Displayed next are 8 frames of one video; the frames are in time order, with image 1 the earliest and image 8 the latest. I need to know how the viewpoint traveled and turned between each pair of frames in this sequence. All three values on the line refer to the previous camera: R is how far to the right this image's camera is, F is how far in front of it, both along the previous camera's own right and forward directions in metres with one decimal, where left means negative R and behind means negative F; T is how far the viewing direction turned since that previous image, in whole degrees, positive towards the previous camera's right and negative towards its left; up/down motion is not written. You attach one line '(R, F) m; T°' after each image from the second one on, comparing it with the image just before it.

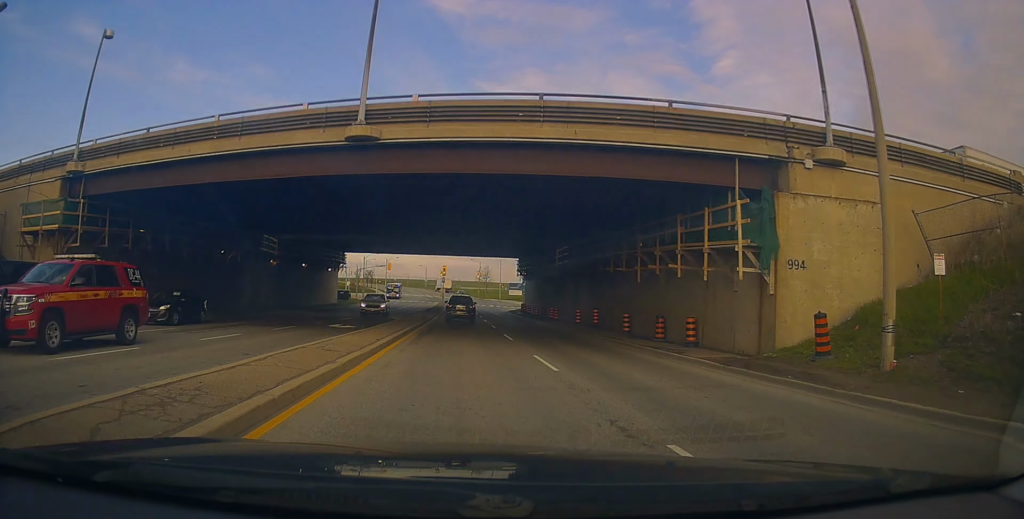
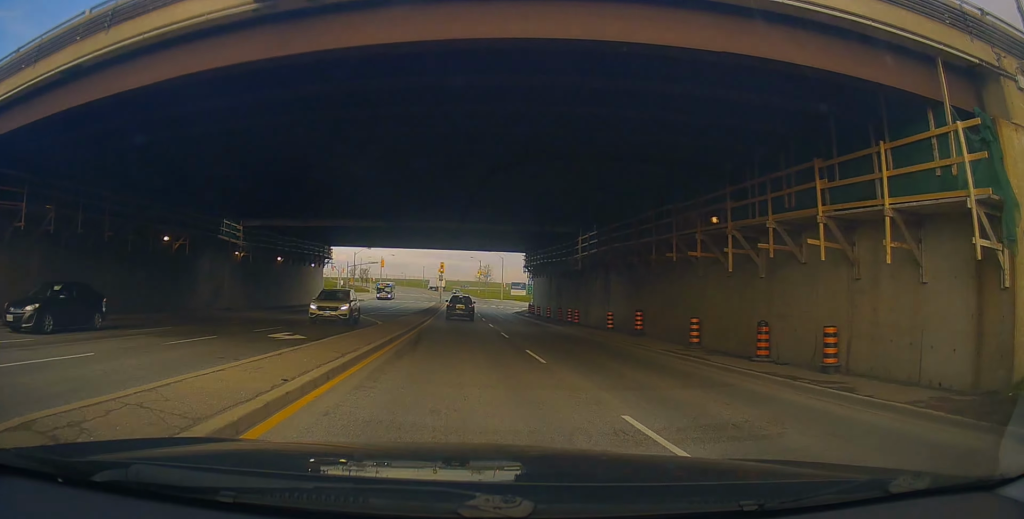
(0.0, +7.8) m; 0°
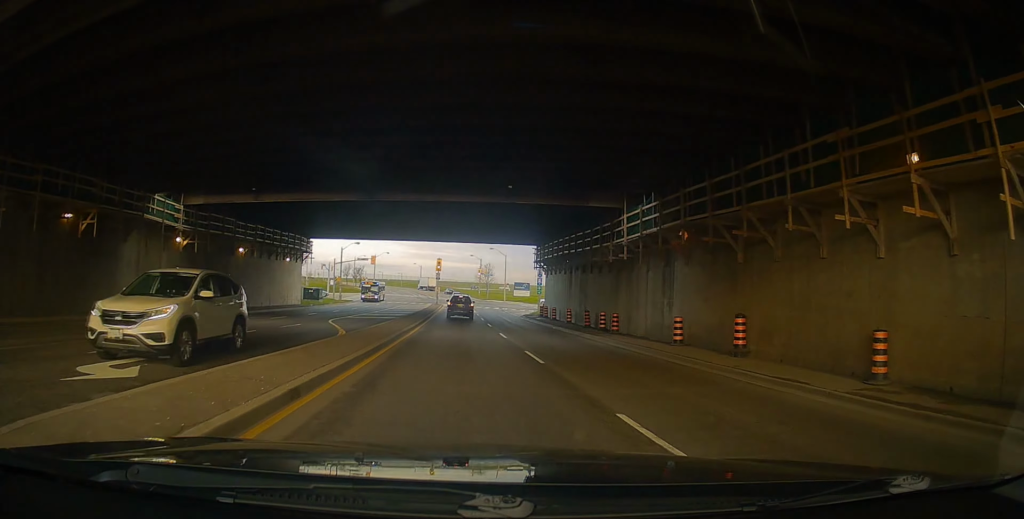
(0.0, +9.0) m; 0°
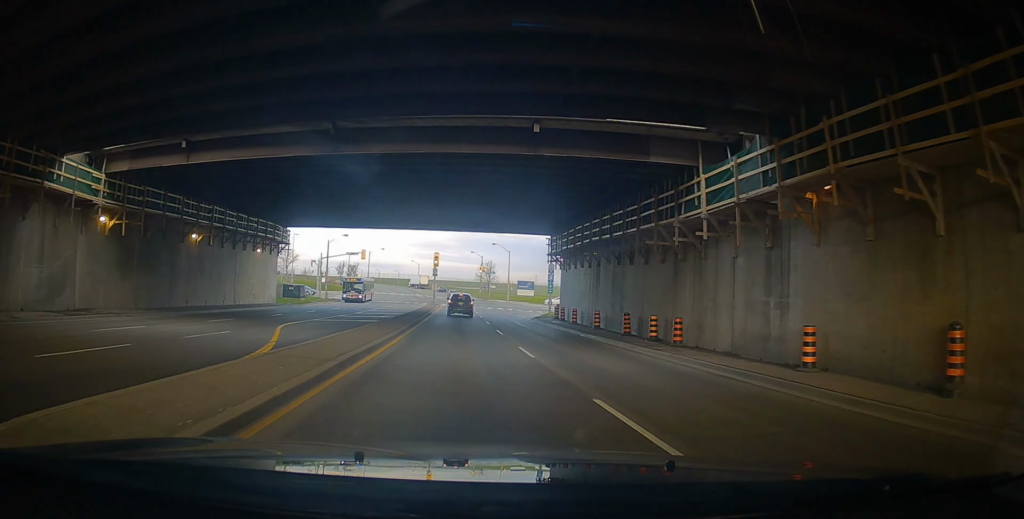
(+0.1, +7.6) m; 0°
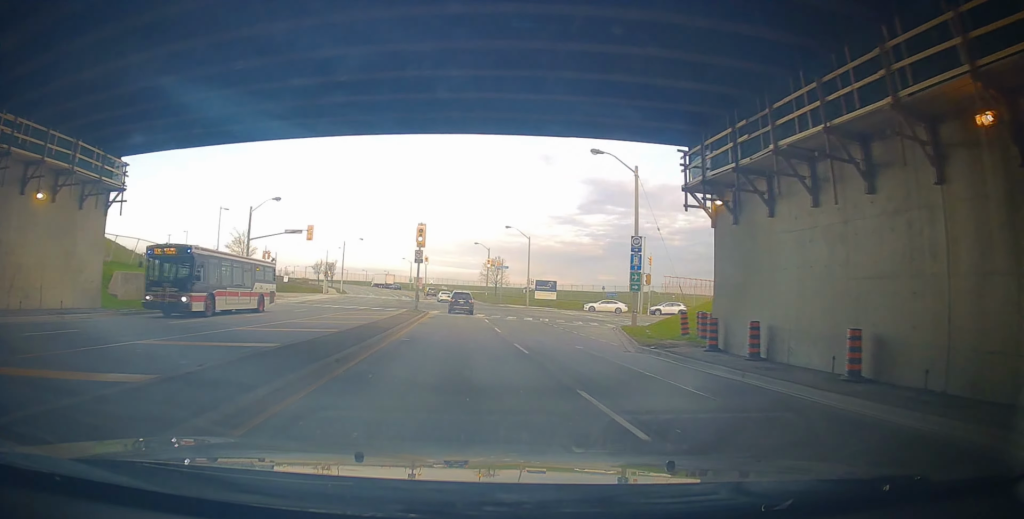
(-0.1, +25.1) m; 0°
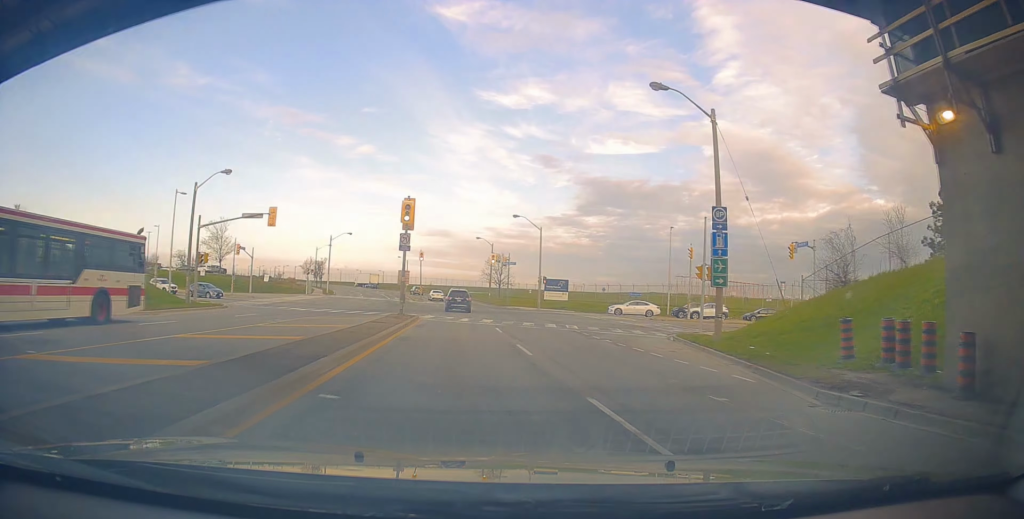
(-0.1, +9.3) m; +2°
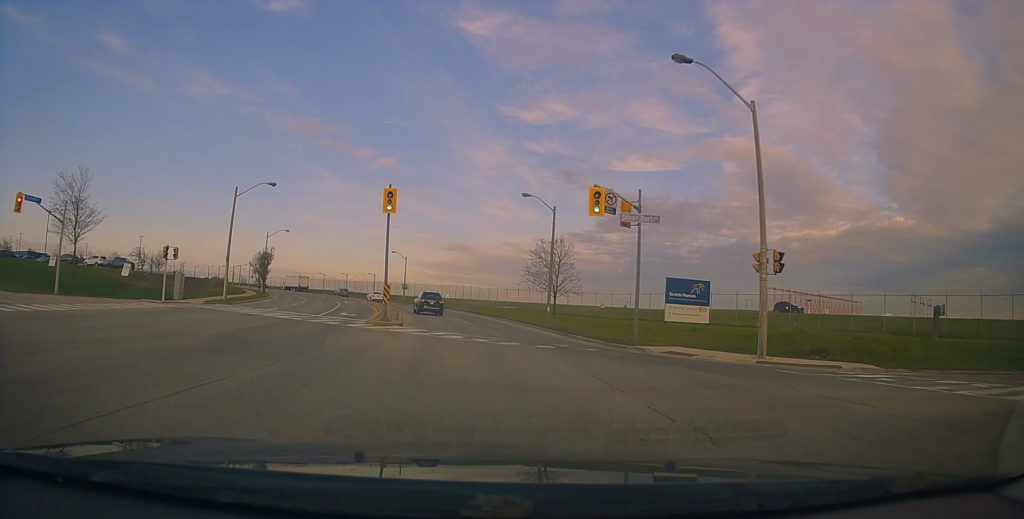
(-0.8, +44.8) m; -6°
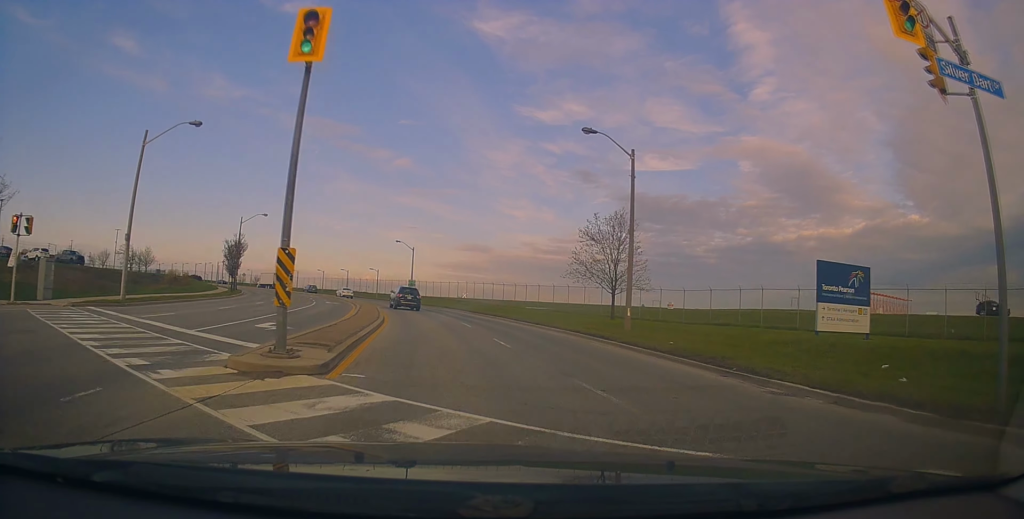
(-0.3, +17.6) m; -1°
